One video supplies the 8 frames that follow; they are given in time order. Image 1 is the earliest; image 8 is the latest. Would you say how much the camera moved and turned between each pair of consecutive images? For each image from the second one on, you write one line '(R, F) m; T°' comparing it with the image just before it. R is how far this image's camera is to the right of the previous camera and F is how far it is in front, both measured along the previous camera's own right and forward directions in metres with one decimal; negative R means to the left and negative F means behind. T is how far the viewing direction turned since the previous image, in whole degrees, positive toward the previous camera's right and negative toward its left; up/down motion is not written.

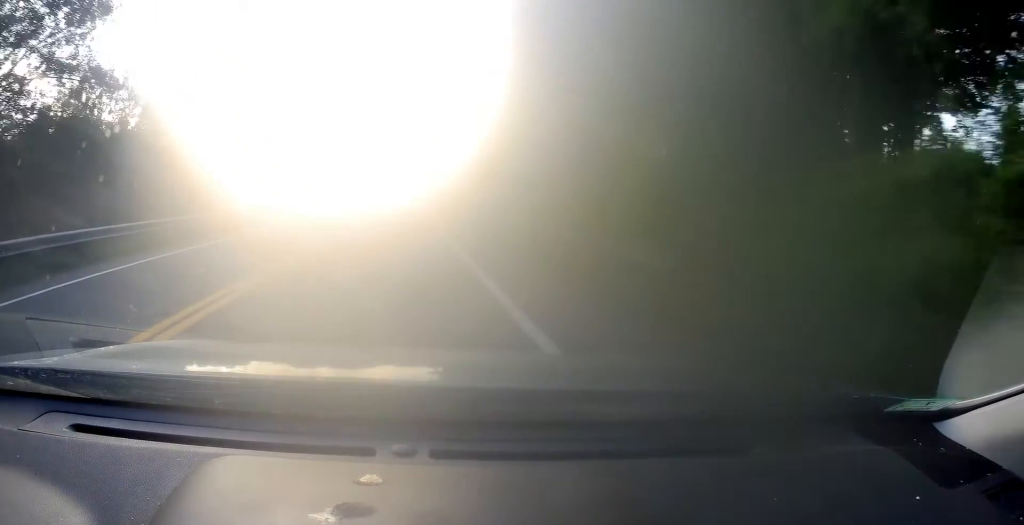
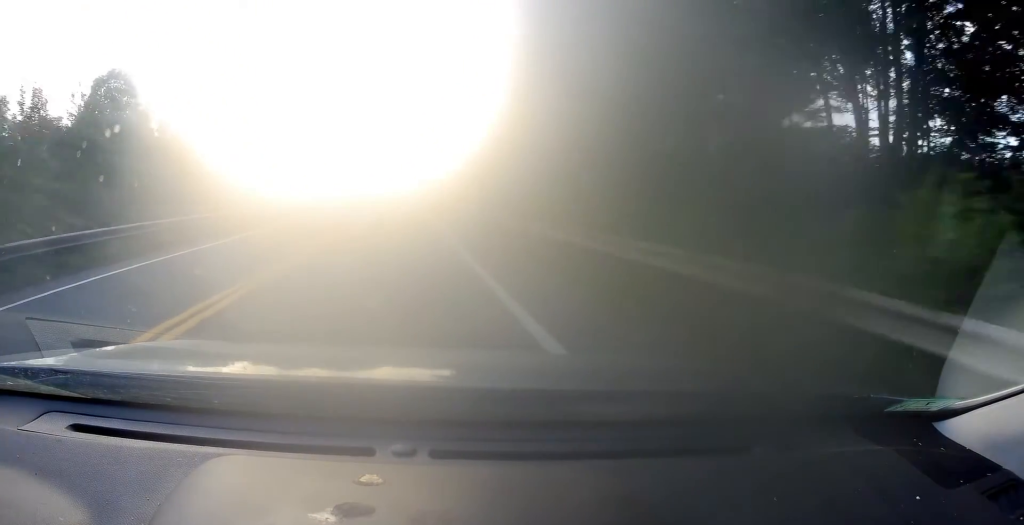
(+0.1, +19.8) m; +1°
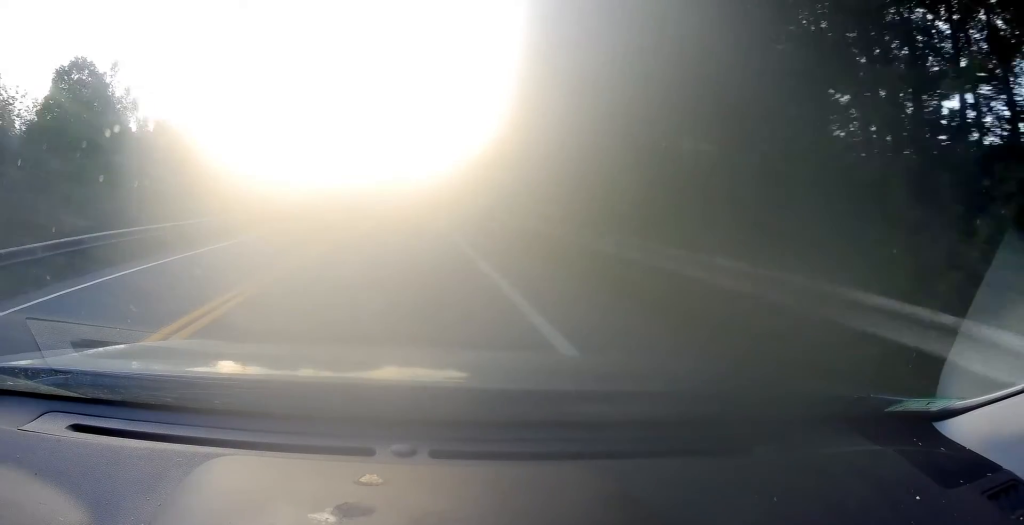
(-0.2, +11.5) m; 0°
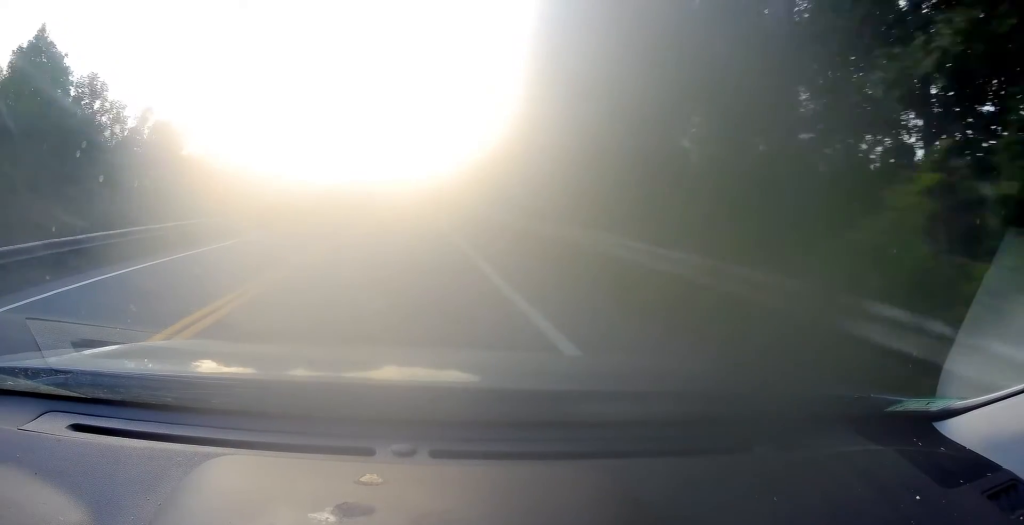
(+0.2, +10.4) m; 0°
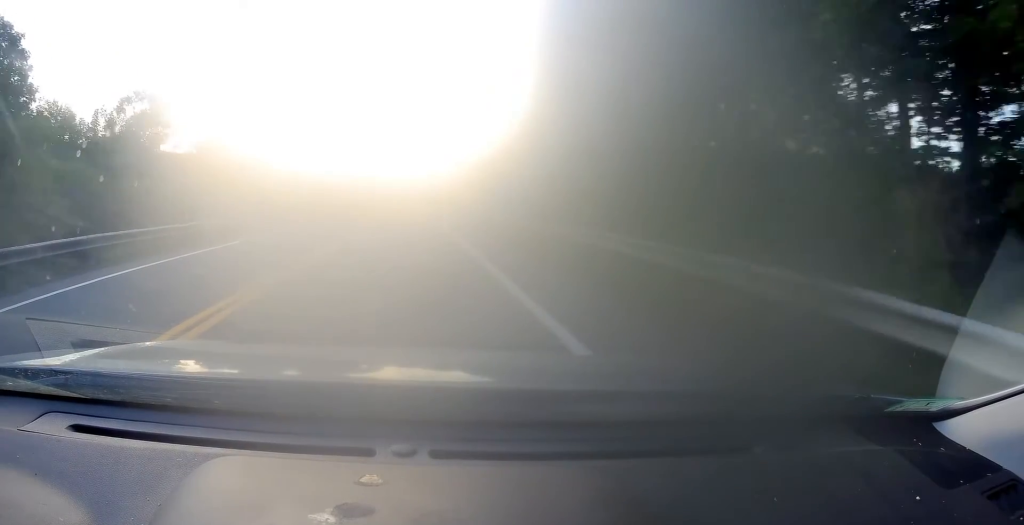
(+0.3, +9.6) m; 0°
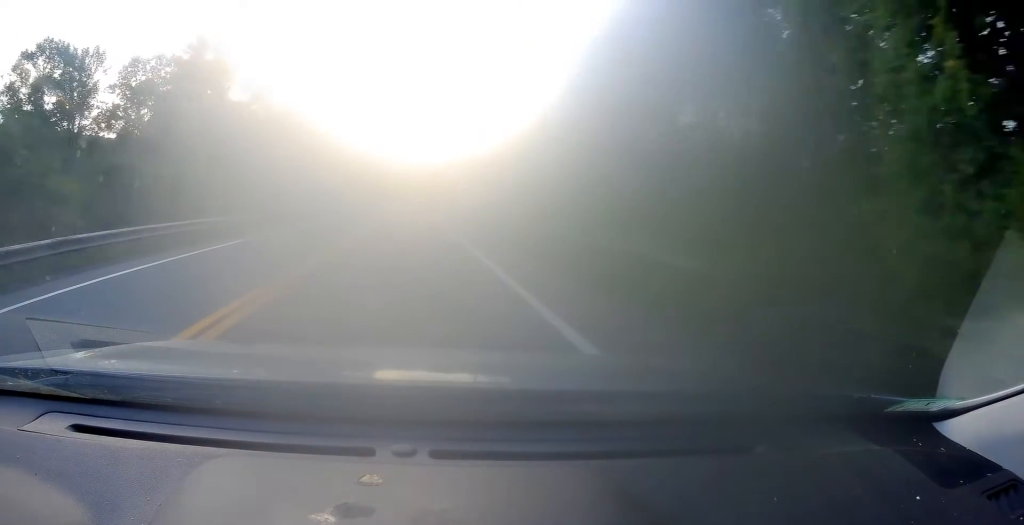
(-0.7, +28.8) m; -1°
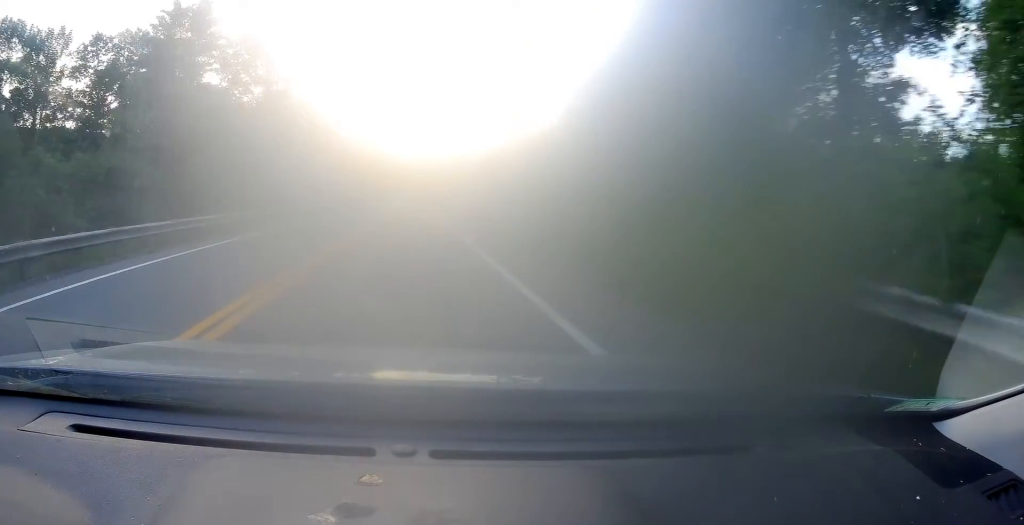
(-0.1, +10.0) m; +1°
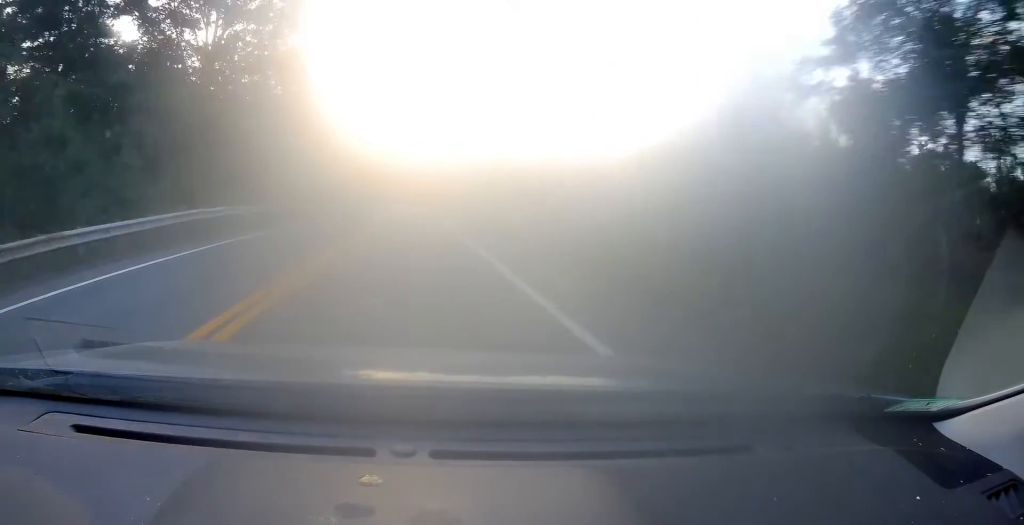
(+0.5, +21.6) m; +1°
